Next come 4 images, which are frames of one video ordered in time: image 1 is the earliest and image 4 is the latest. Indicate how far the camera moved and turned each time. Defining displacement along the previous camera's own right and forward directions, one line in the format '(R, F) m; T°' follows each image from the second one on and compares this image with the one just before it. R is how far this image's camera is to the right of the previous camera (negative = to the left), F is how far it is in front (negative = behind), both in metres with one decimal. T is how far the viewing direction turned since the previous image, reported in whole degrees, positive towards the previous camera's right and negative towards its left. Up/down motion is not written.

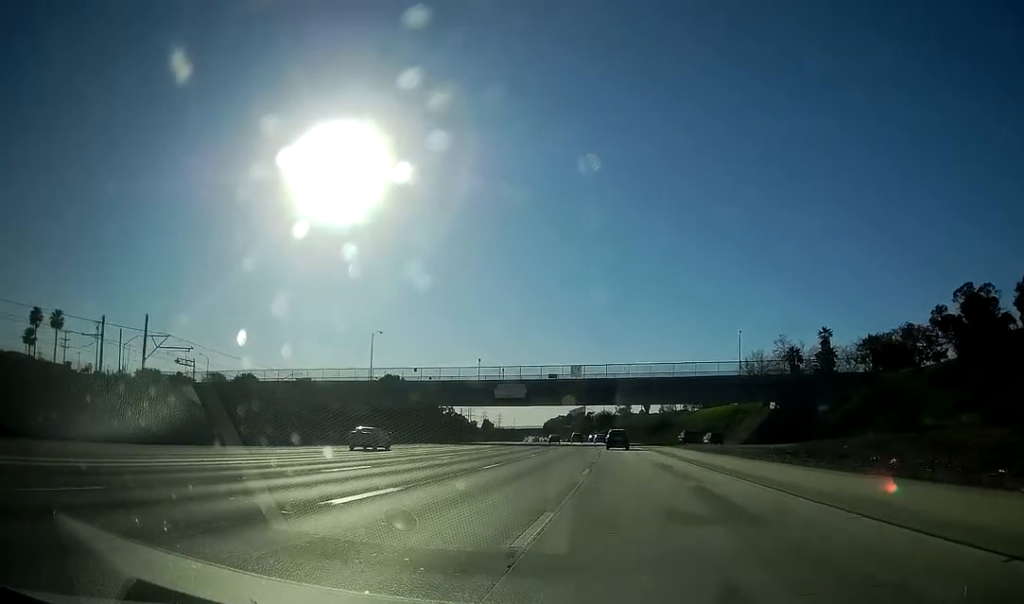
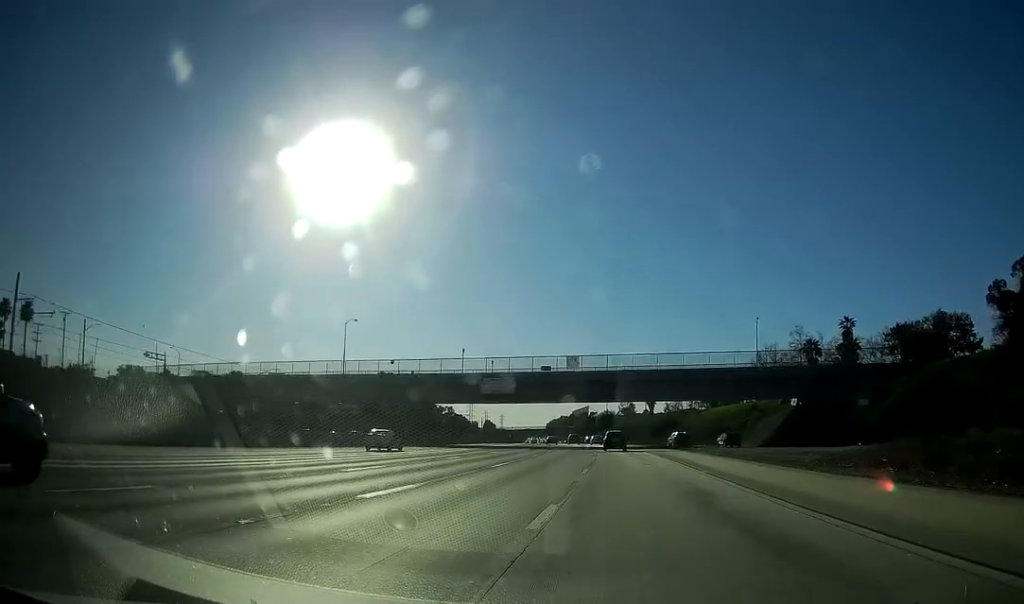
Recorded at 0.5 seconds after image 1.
(0.0, +10.8) m; 0°
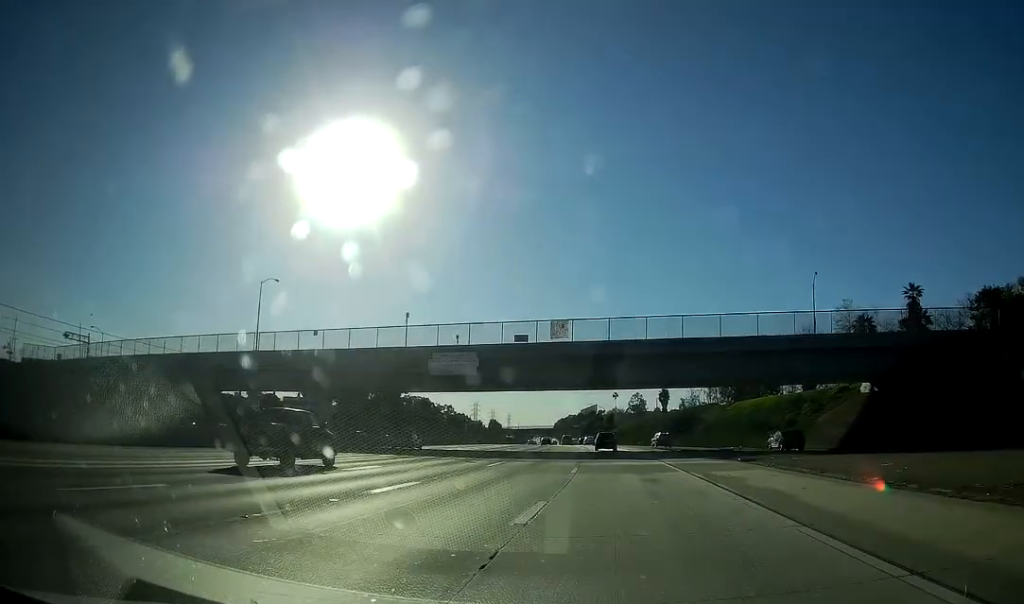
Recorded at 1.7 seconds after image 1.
(-0.2, +27.0) m; -1°
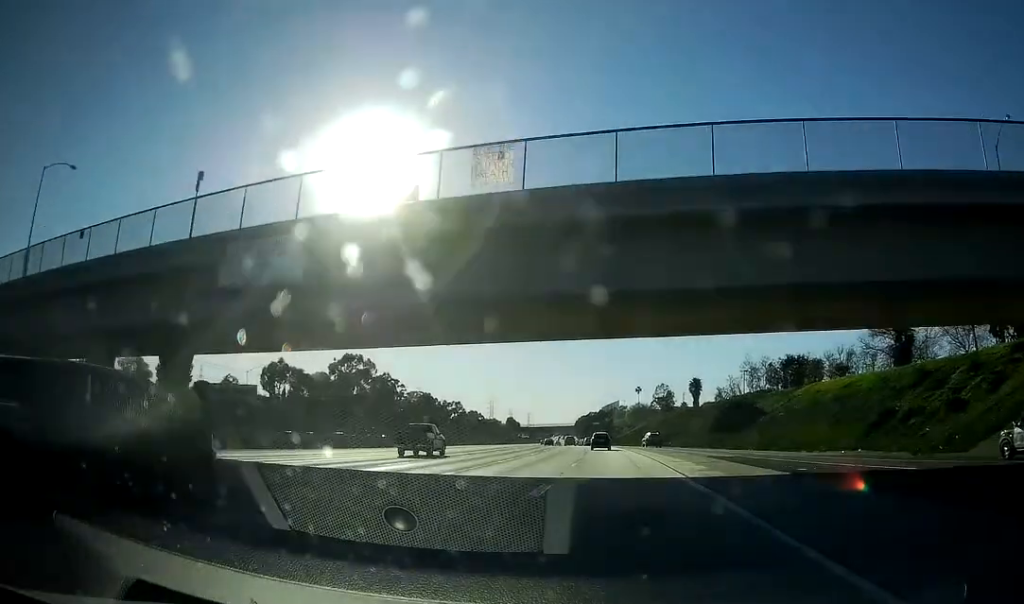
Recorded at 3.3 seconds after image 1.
(-0.3, +39.1) m; -2°
